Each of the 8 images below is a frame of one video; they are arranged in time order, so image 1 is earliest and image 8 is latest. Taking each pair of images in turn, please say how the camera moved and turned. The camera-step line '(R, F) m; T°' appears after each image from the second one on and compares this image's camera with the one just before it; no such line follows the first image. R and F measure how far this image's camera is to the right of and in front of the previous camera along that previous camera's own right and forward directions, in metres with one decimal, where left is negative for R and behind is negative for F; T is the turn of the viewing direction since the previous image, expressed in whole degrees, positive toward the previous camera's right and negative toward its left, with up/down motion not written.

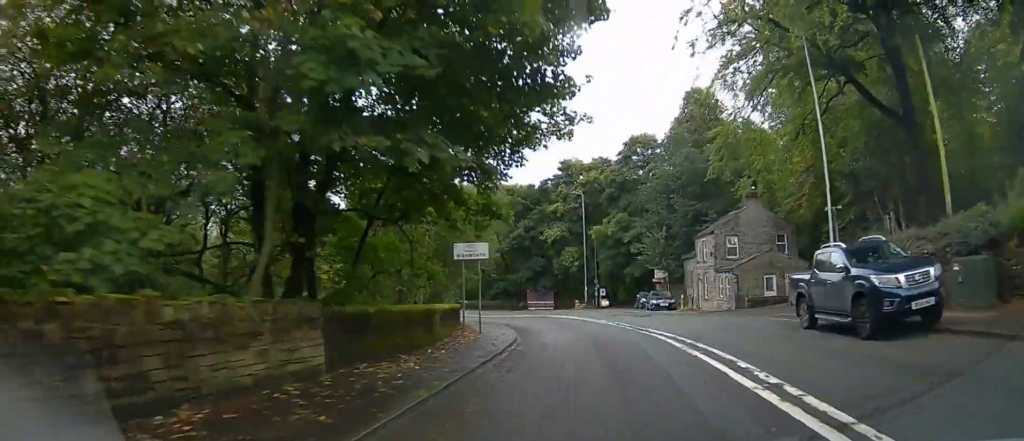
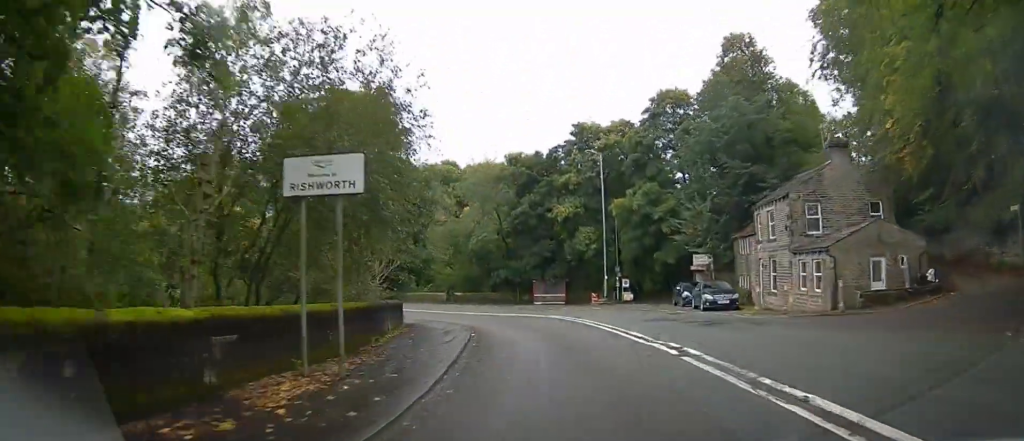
(0.0, +12.3) m; 0°
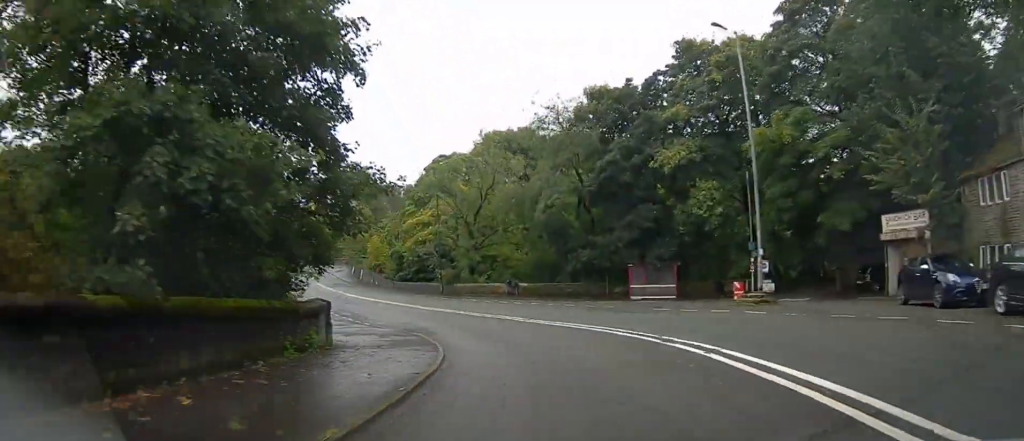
(-0.2, +16.7) m; -4°
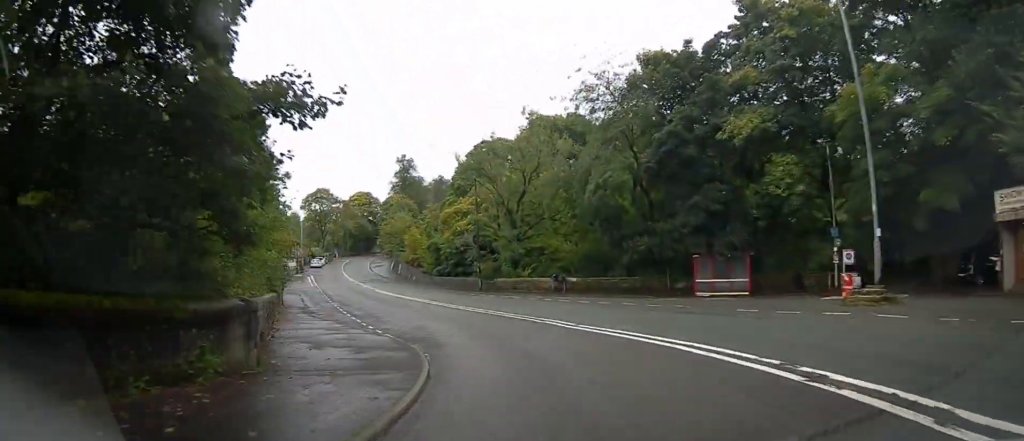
(-0.2, +5.5) m; -5°
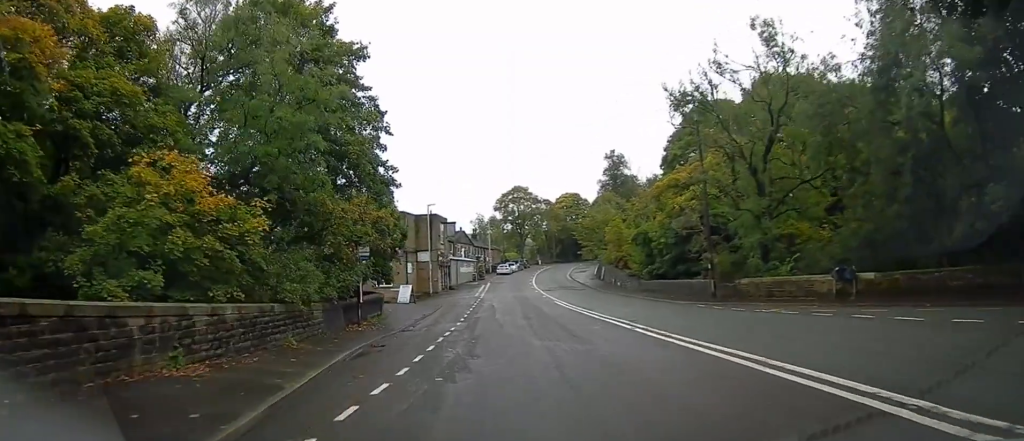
(-2.2, +15.2) m; -22°
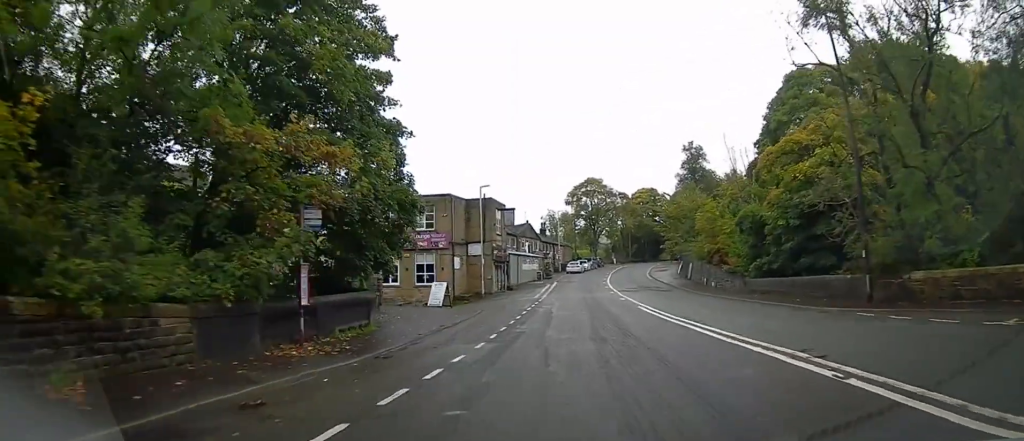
(-1.3, +9.0) m; -10°
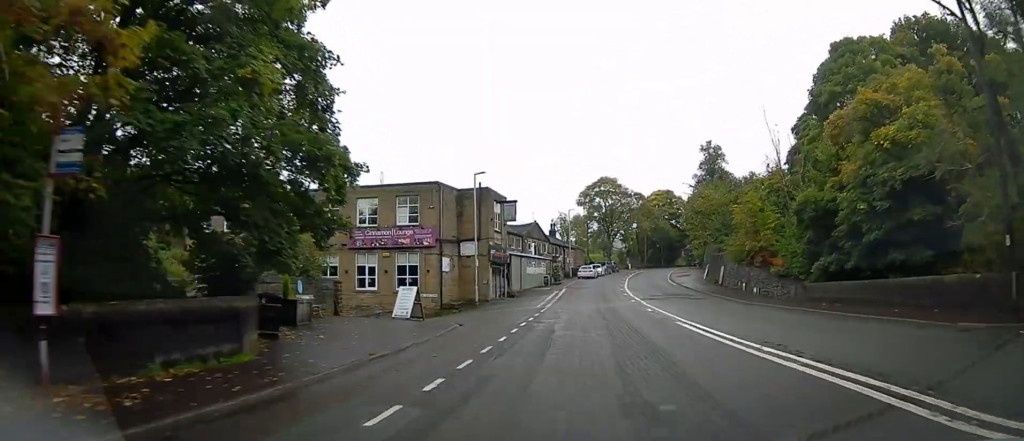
(-0.4, +6.9) m; -5°
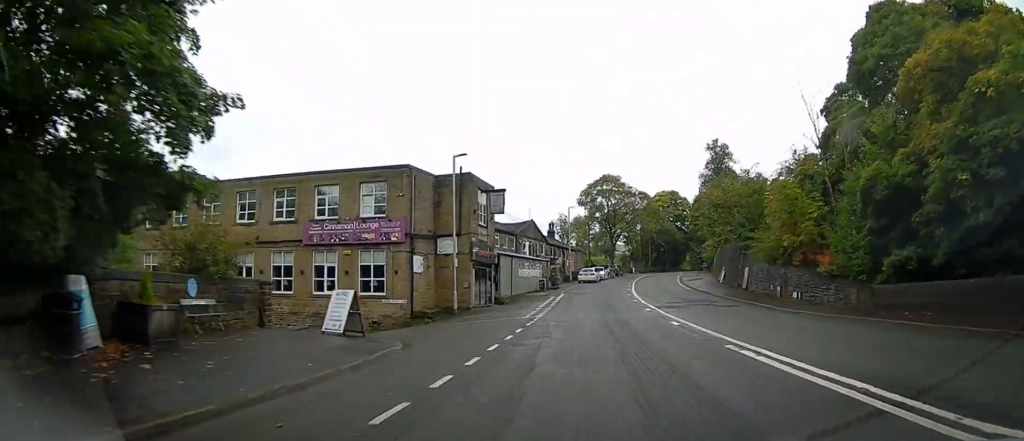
(-0.2, +5.9) m; -2°
